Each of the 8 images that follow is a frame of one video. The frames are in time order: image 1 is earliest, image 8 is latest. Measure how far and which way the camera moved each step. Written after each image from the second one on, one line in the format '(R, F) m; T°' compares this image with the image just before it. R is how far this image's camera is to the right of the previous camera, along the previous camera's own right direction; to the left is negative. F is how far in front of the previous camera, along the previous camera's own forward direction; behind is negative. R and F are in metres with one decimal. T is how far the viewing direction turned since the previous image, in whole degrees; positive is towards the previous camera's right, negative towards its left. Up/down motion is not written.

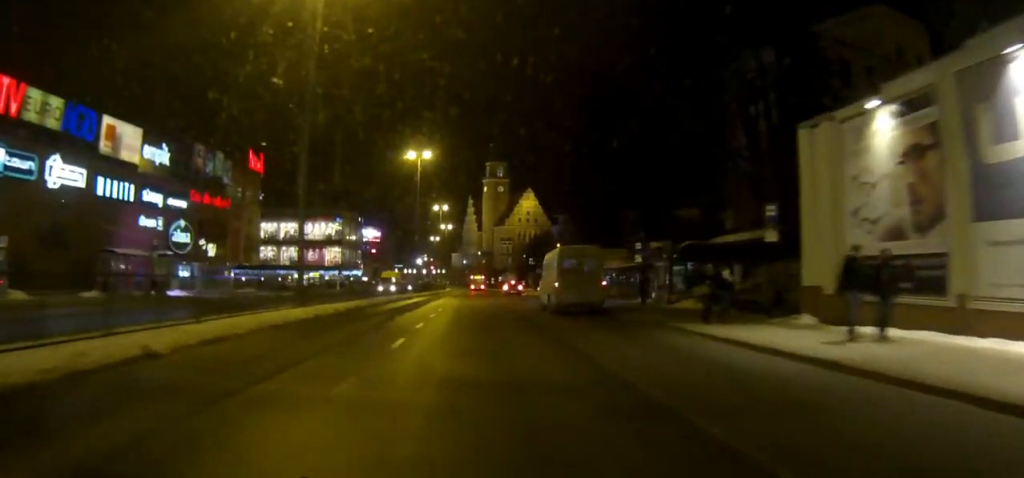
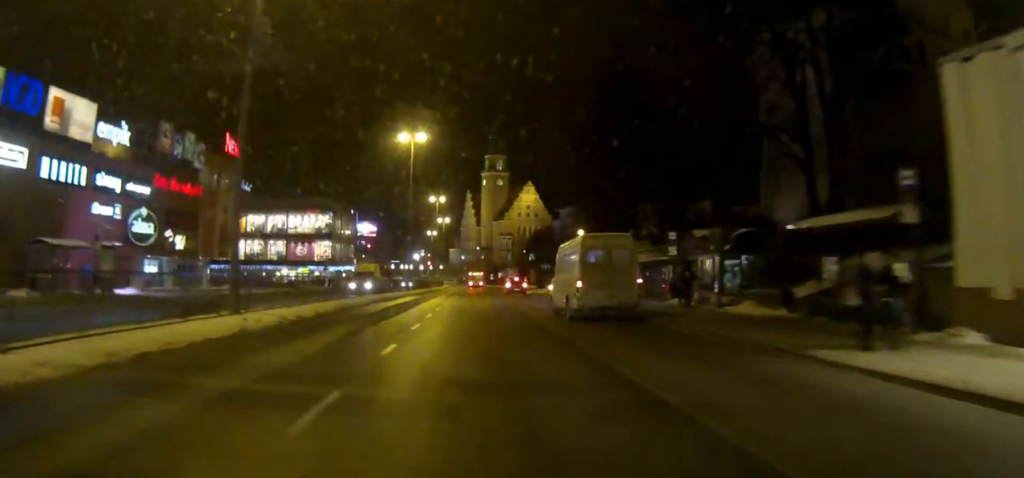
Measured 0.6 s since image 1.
(0.0, +7.6) m; 0°
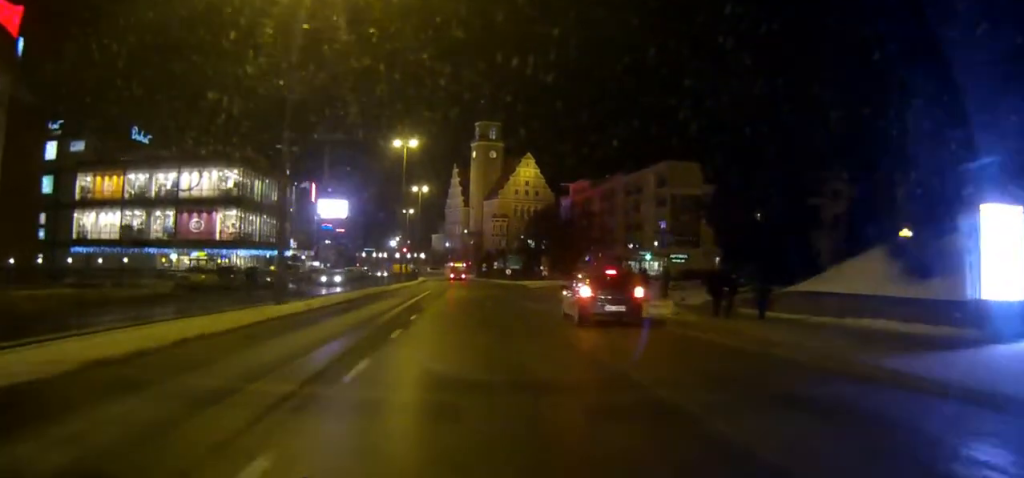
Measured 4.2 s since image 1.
(+0.1, +44.7) m; +1°
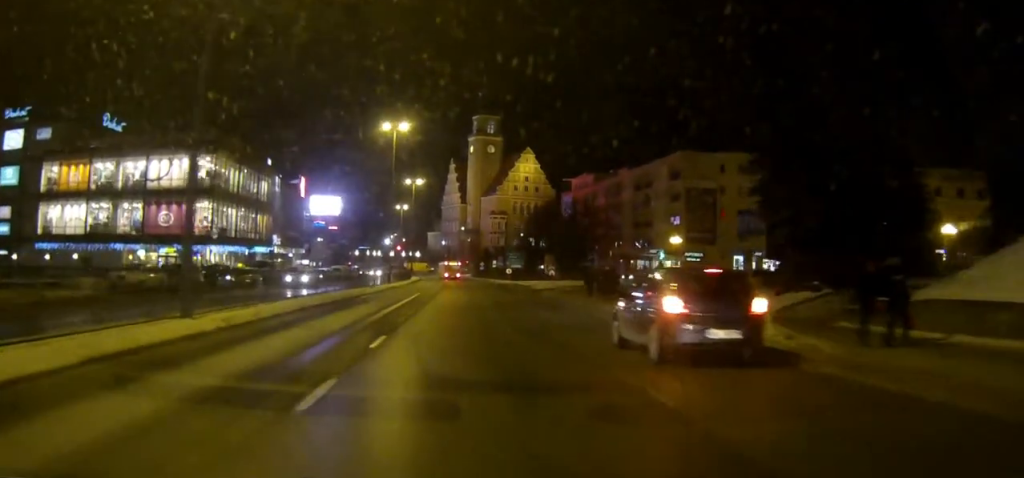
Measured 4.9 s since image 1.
(0.0, +8.4) m; 0°
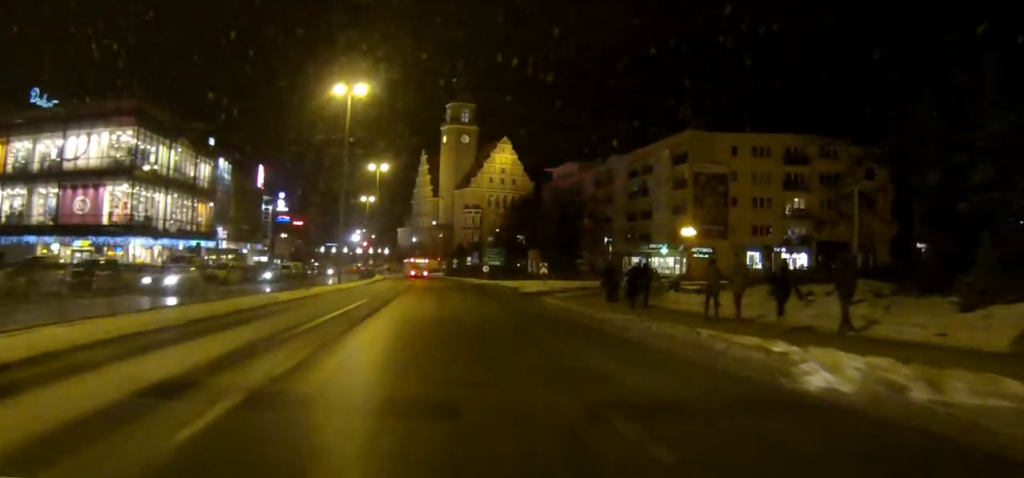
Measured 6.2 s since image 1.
(+0.1, +13.6) m; +2°
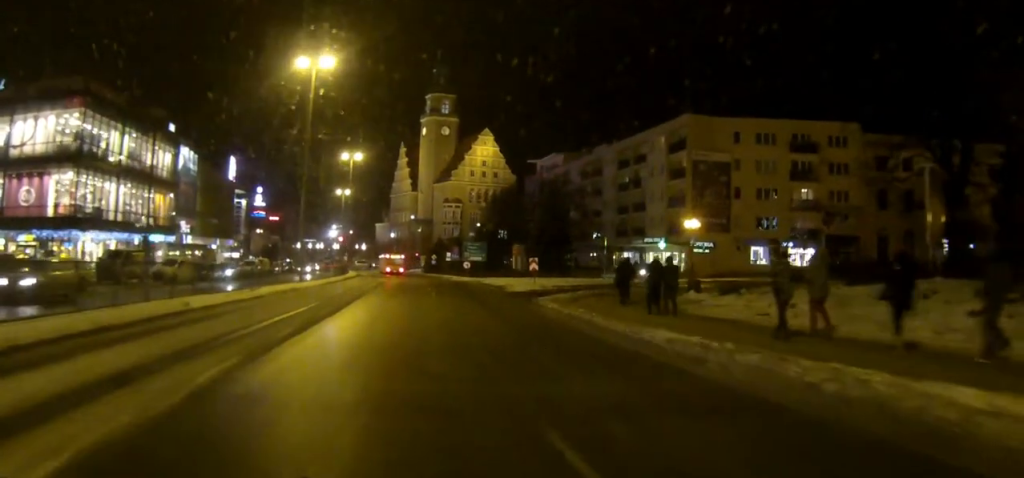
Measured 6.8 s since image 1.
(+0.1, +6.6) m; +1°
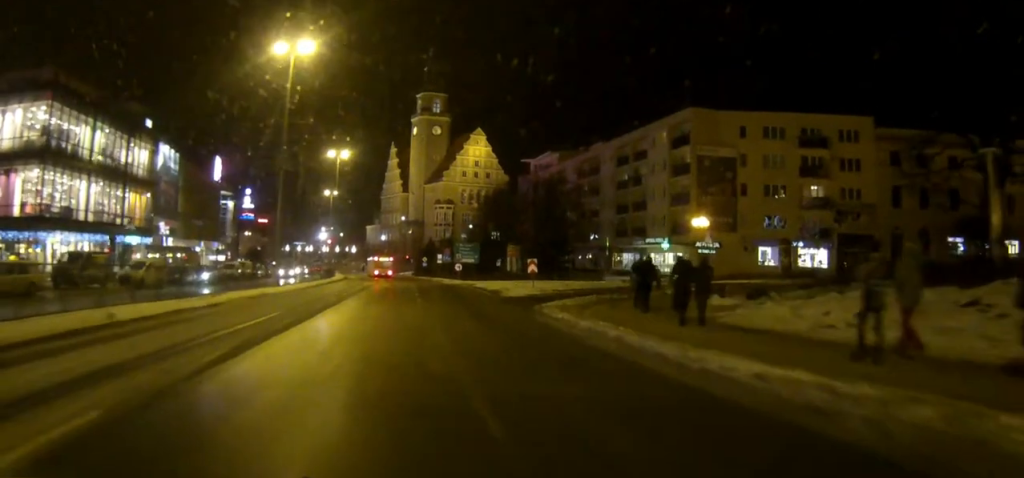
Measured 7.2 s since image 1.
(0.0, +4.3) m; +1°
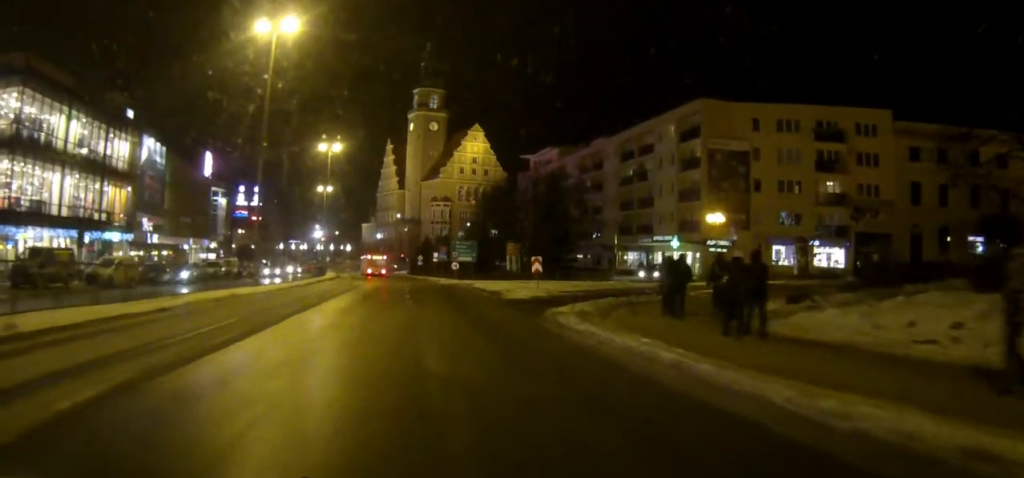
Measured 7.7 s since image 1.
(0.0, +4.2) m; +1°
